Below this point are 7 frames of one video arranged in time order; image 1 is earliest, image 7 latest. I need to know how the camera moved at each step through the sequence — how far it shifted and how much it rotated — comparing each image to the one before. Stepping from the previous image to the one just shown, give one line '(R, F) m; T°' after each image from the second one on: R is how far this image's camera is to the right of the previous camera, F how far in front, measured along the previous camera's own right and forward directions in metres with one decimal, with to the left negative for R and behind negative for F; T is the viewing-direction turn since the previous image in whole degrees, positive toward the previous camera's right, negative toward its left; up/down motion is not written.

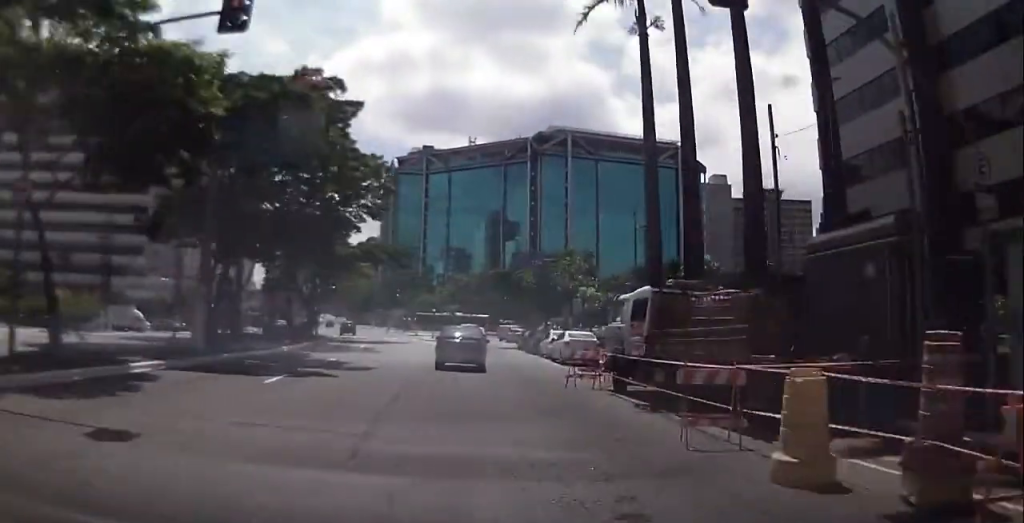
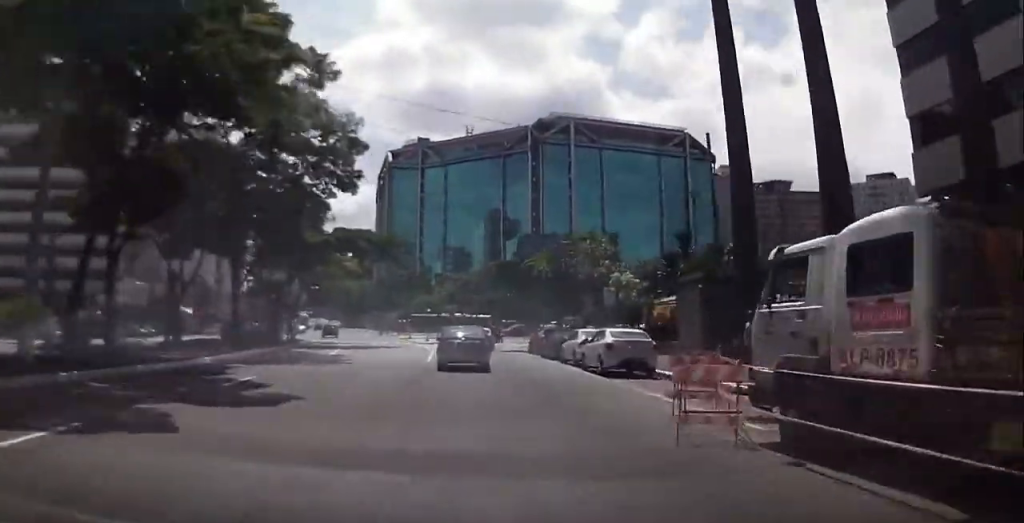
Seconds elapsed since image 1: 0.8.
(+0.4, +9.3) m; 0°
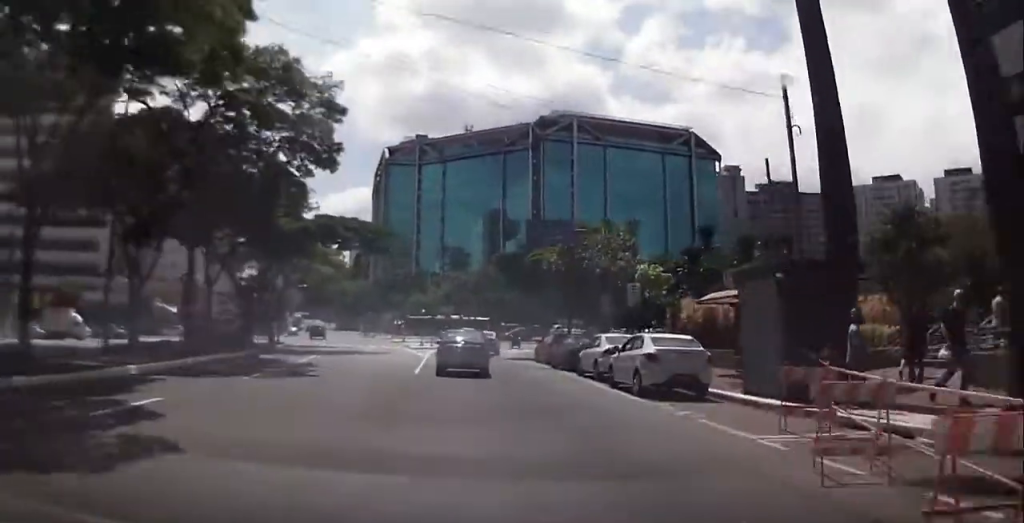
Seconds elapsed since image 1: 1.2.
(-0.1, +5.0) m; -1°
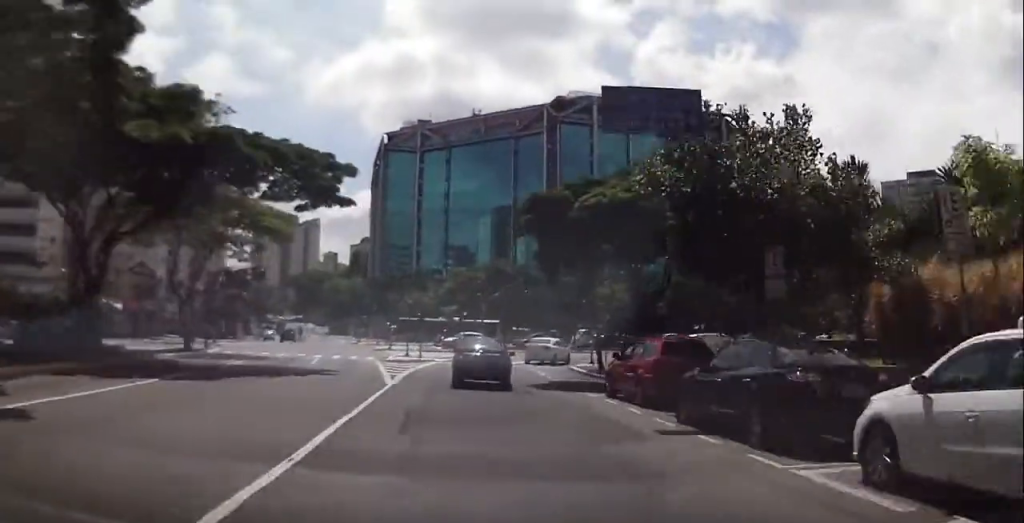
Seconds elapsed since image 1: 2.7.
(-0.6, +17.5) m; 0°
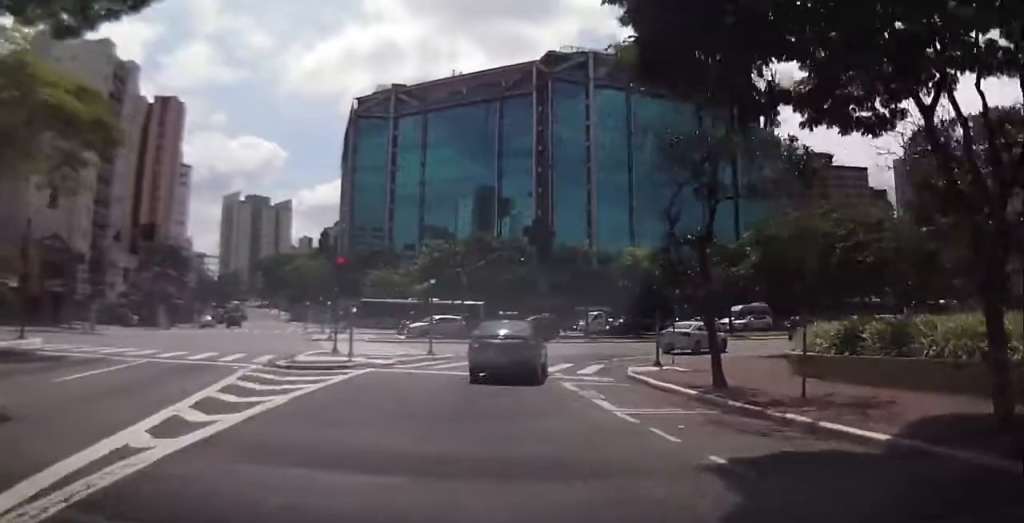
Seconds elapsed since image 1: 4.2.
(+0.5, +16.6) m; +1°
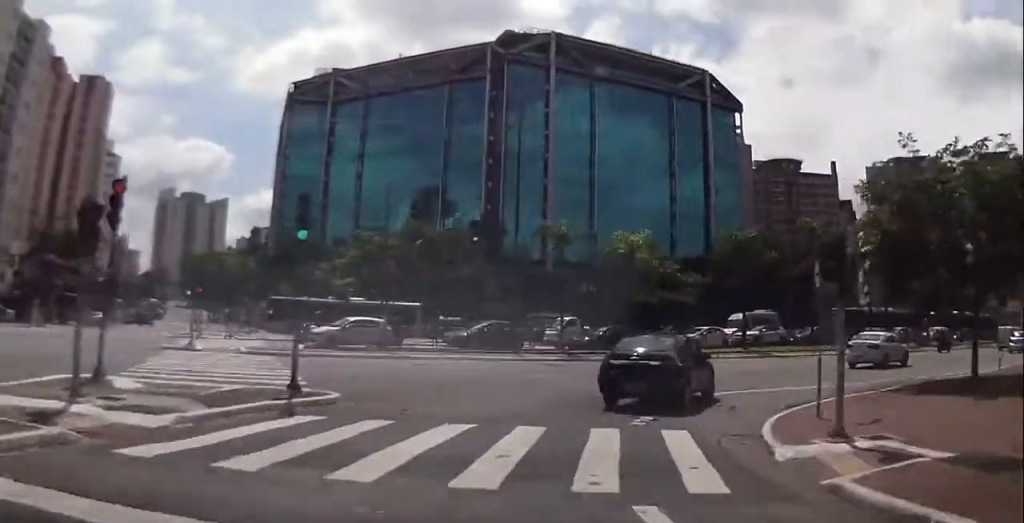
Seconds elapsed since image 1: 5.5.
(-0.1, +14.0) m; +7°
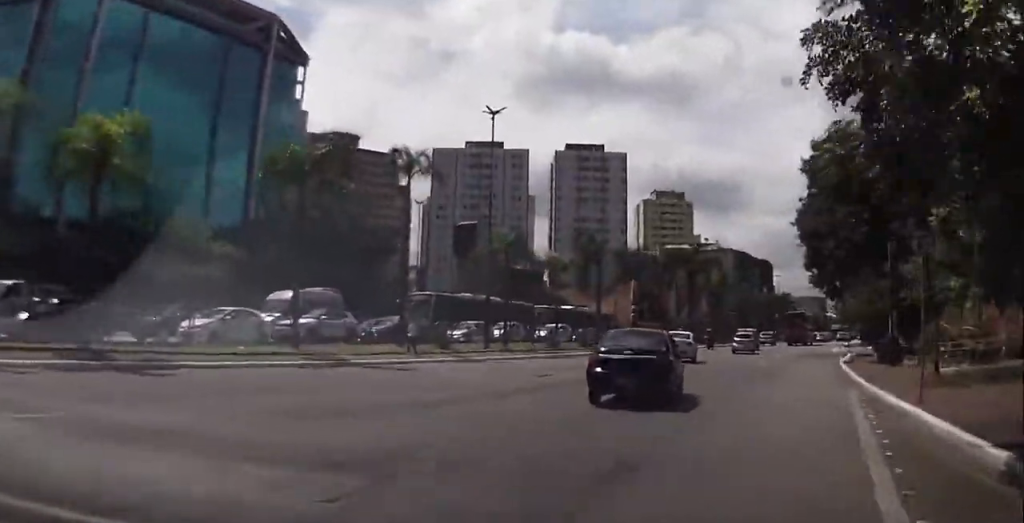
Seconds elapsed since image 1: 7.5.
(+5.6, +17.4) m; +40°
